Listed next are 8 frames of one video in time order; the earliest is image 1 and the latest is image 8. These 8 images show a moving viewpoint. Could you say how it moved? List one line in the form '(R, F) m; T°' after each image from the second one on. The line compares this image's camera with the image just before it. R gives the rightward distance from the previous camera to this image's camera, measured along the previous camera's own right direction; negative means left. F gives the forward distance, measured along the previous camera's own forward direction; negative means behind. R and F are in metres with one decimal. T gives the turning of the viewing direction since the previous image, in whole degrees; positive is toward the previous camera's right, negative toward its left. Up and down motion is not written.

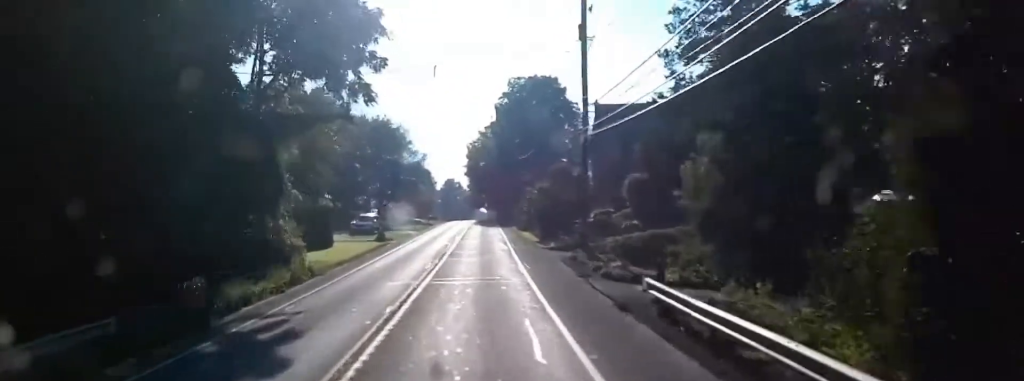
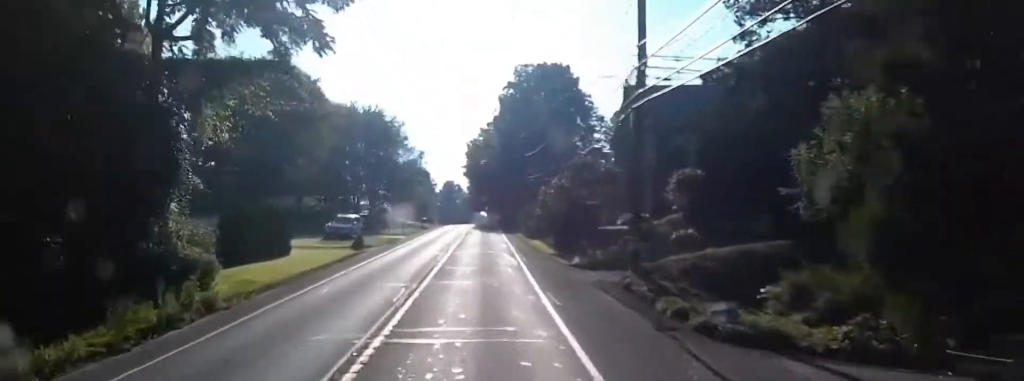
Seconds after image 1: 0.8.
(0.0, +10.1) m; 0°
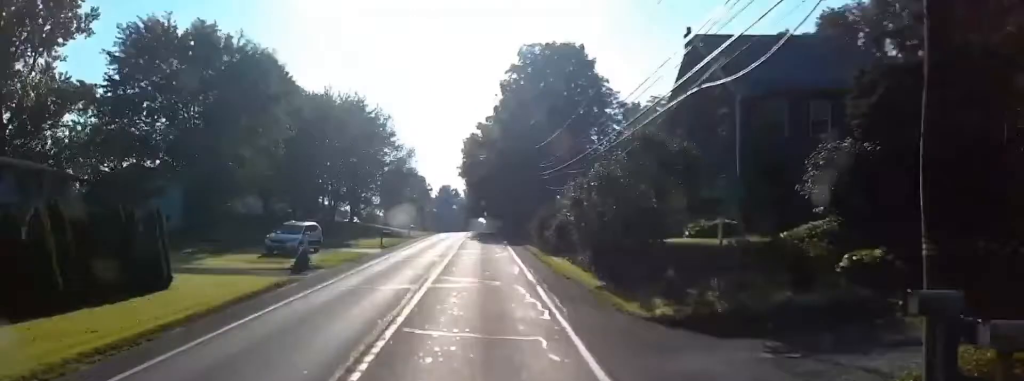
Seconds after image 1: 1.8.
(-0.1, +13.7) m; -1°
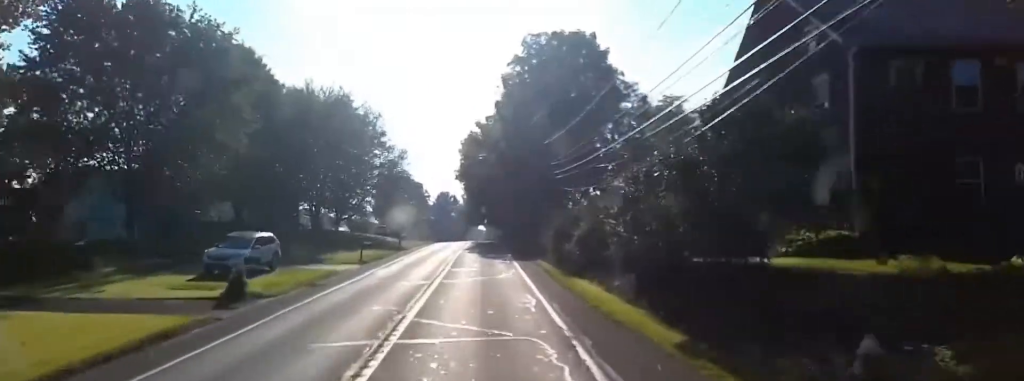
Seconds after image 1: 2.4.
(0.0, +8.5) m; 0°
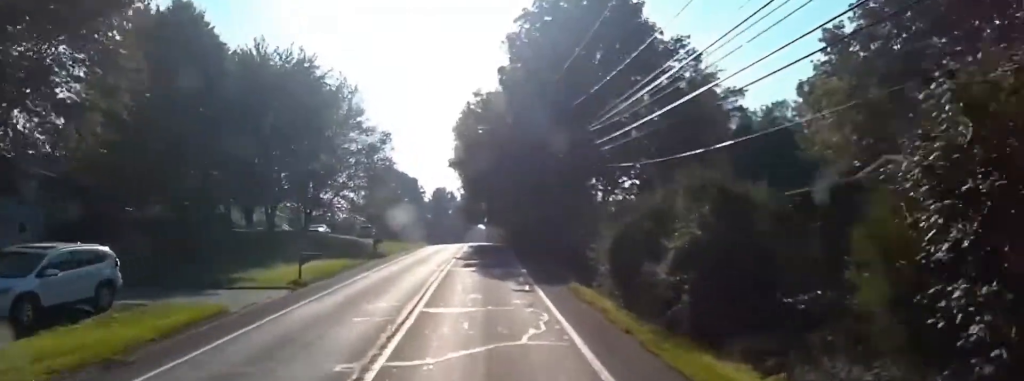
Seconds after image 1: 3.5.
(0.0, +14.9) m; 0°
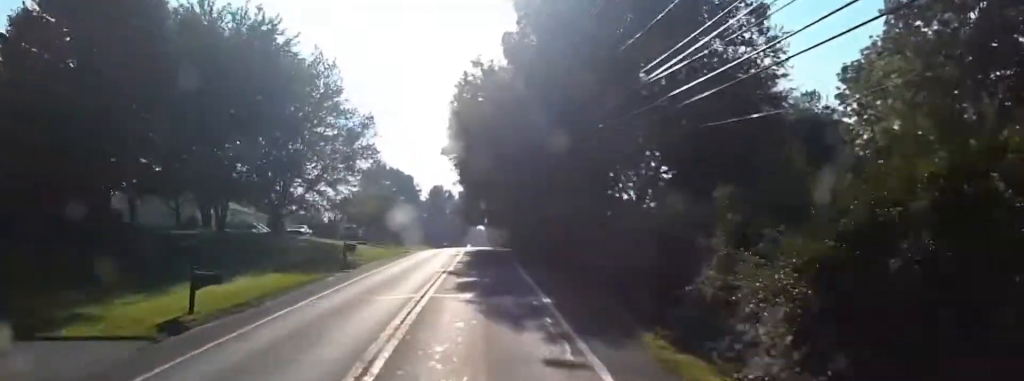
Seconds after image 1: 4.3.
(0.0, +10.9) m; 0°
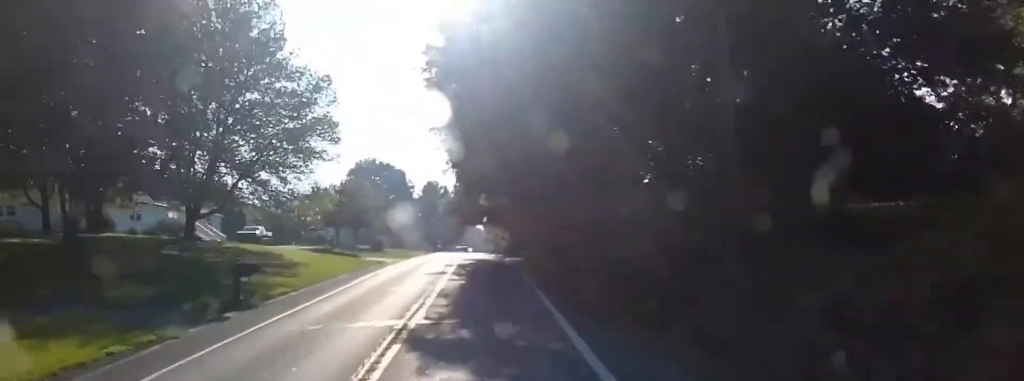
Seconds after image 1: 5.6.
(0.0, +16.9) m; 0°
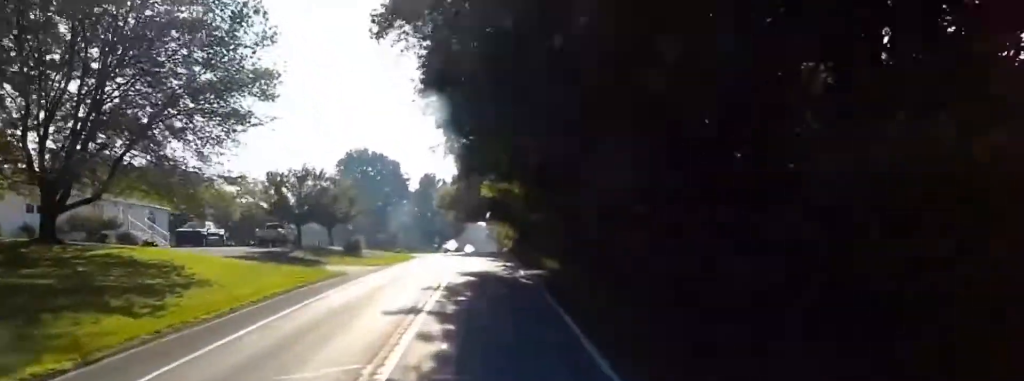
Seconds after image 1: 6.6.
(-0.1, +13.9) m; -1°
